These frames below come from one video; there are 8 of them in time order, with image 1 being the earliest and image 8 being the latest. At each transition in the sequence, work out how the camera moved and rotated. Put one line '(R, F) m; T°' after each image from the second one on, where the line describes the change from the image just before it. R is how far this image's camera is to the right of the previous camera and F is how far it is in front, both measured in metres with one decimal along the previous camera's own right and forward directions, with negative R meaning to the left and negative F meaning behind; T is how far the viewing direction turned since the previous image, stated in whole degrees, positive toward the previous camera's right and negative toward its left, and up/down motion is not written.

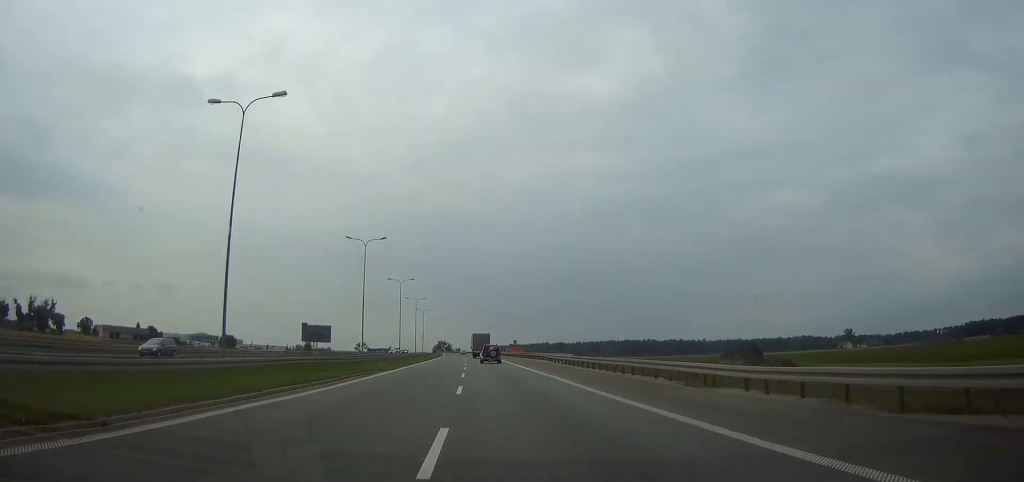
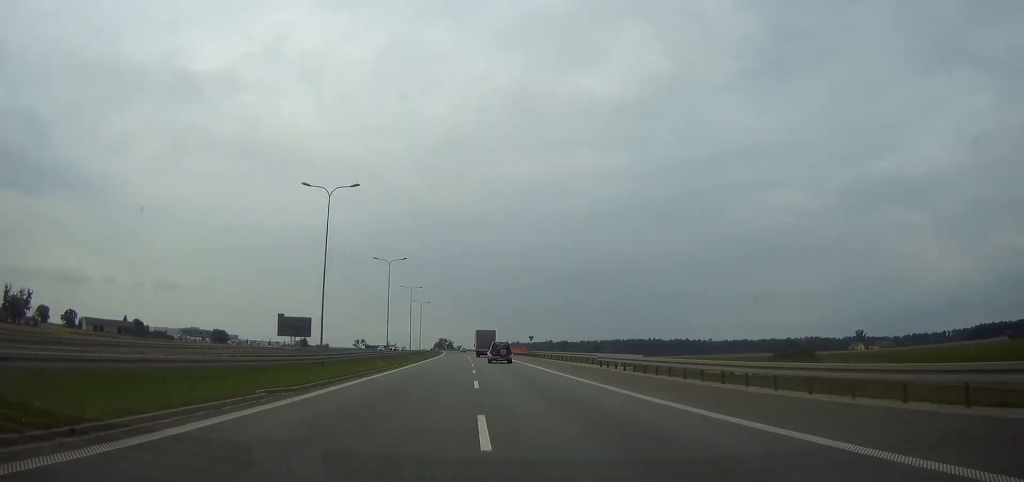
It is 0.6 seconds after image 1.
(-0.2, +22.1) m; -1°
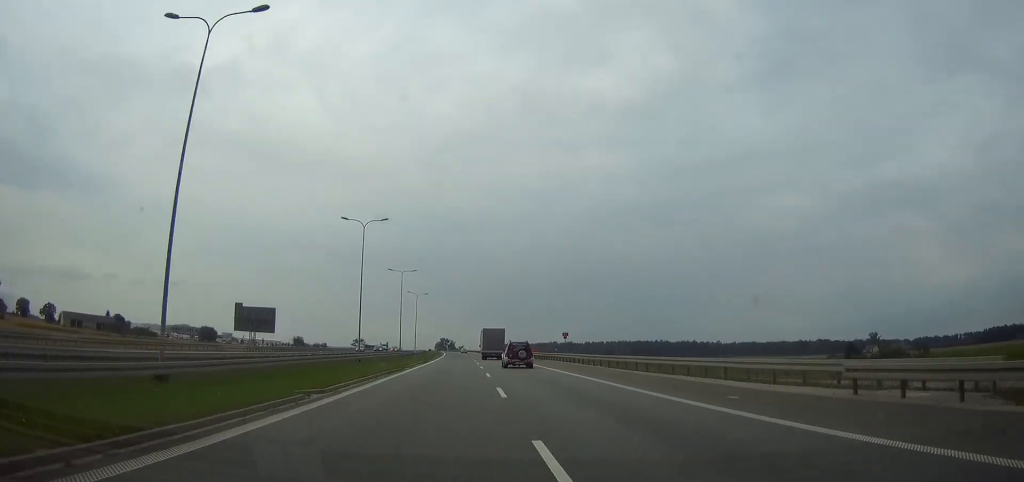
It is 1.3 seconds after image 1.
(-0.2, +27.1) m; -1°
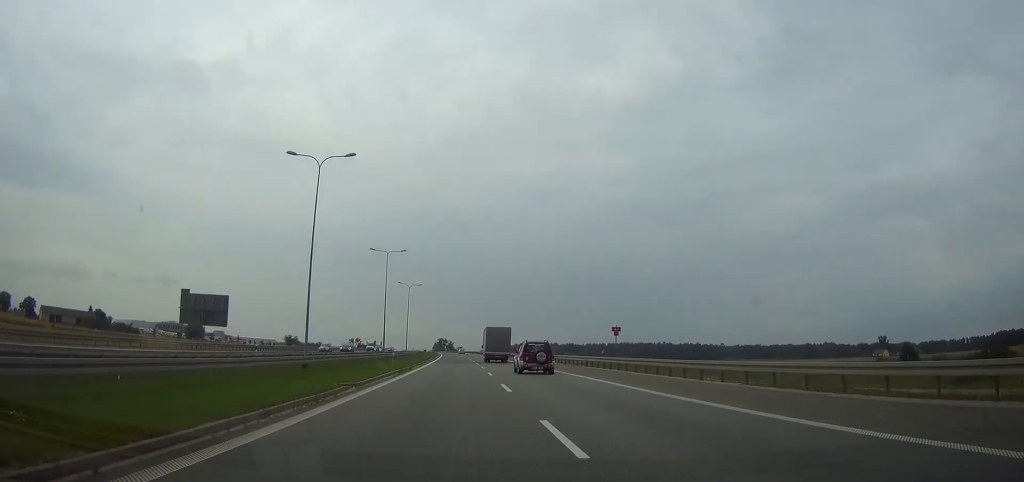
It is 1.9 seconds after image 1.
(-0.1, +21.0) m; 0°
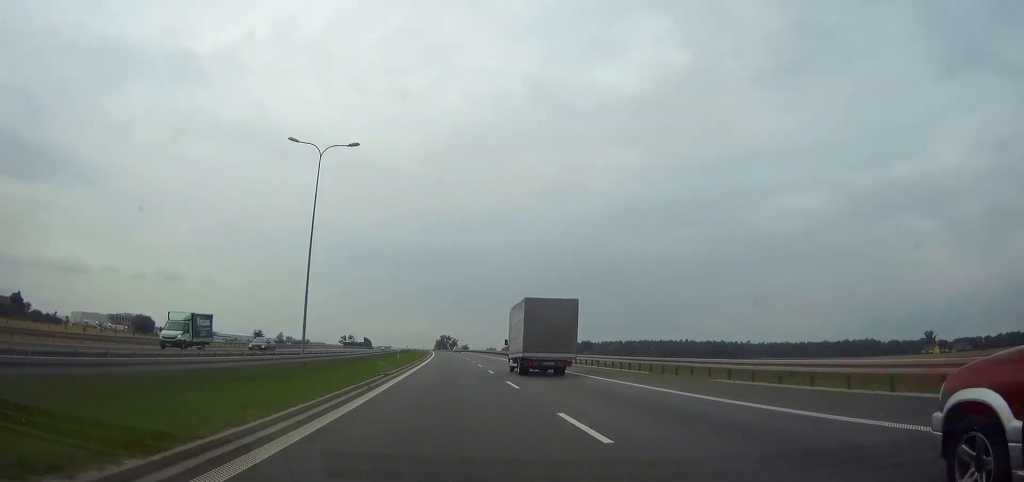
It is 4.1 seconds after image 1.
(+0.3, +81.6) m; 0°
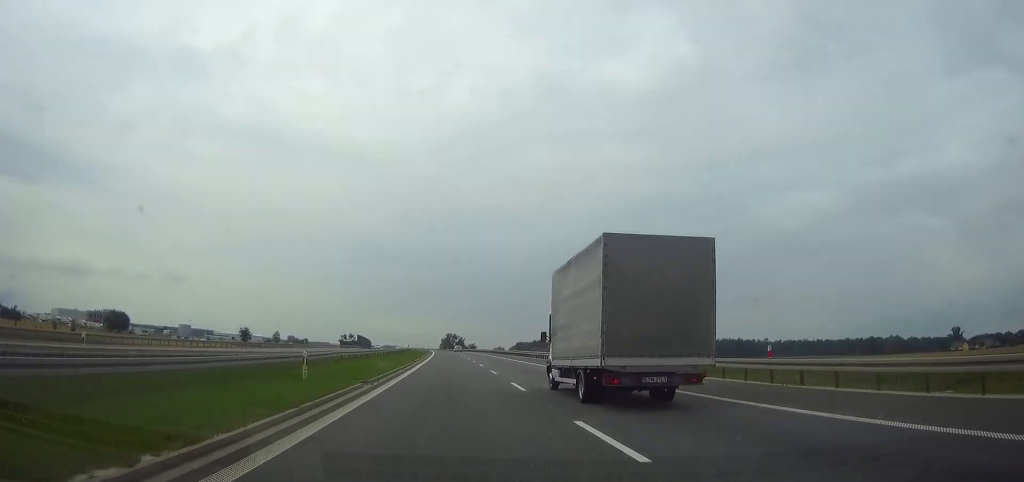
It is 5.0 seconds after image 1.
(-0.1, +37.0) m; 0°
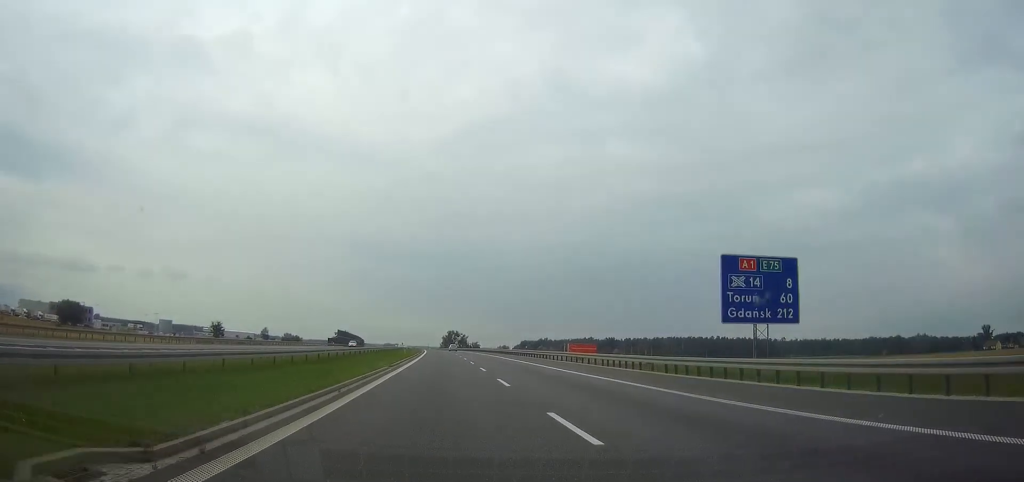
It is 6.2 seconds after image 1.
(-0.2, +46.1) m; 0°
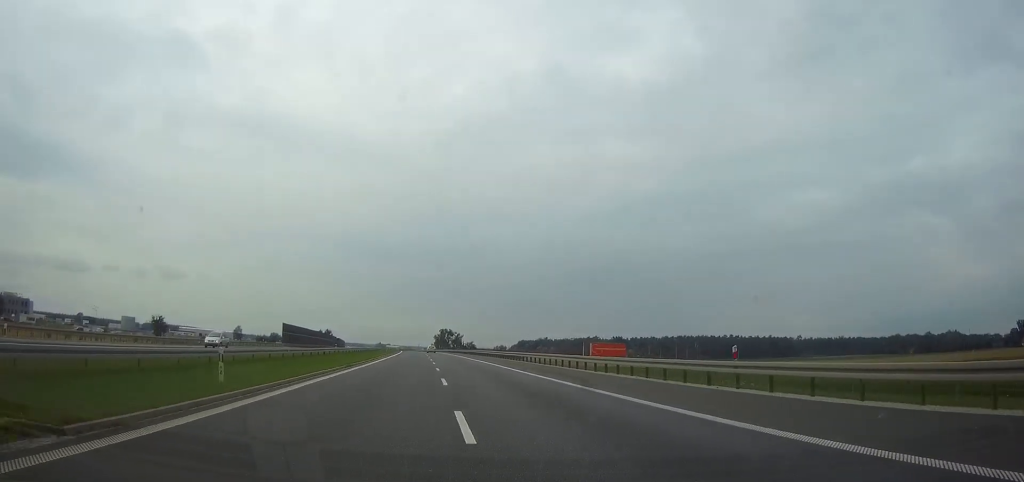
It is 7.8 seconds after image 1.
(0.0, +59.9) m; 0°
